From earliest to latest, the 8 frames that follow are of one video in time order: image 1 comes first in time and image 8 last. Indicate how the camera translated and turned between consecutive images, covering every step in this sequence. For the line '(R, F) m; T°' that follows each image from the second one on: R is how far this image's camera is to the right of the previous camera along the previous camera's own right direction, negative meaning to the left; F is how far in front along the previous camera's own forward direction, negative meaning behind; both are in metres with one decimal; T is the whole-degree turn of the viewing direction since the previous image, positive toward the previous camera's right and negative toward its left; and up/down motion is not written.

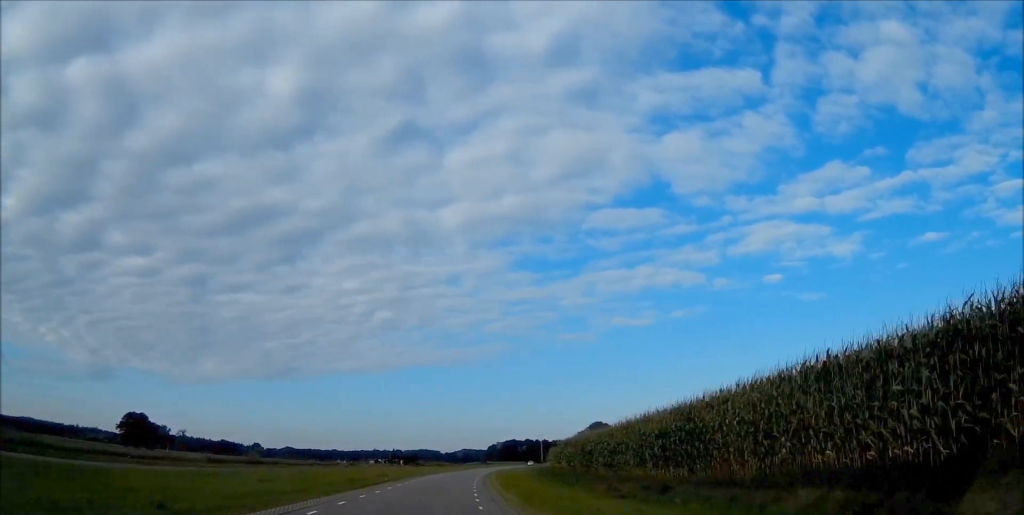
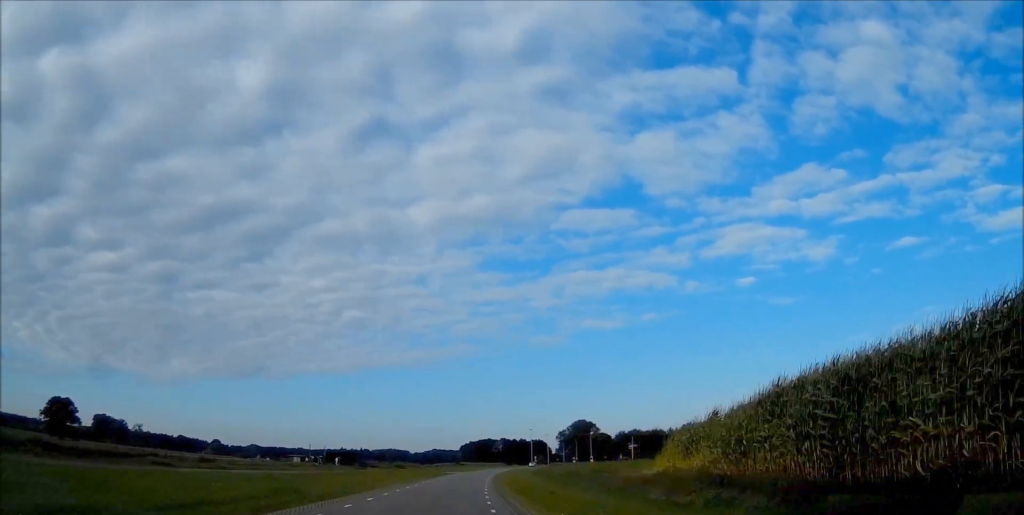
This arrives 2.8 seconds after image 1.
(+0.9, +49.3) m; +3°
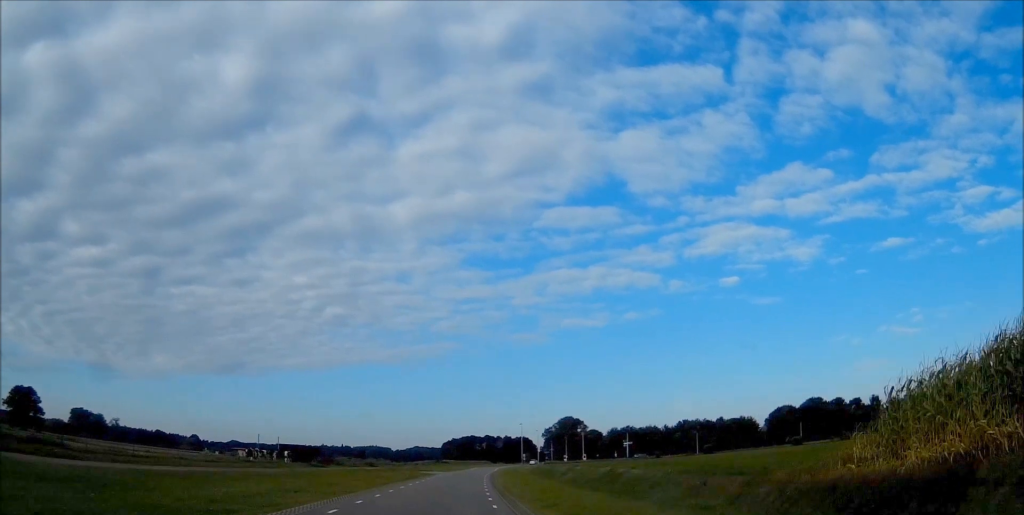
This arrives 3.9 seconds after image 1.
(+0.2, +18.9) m; +1°
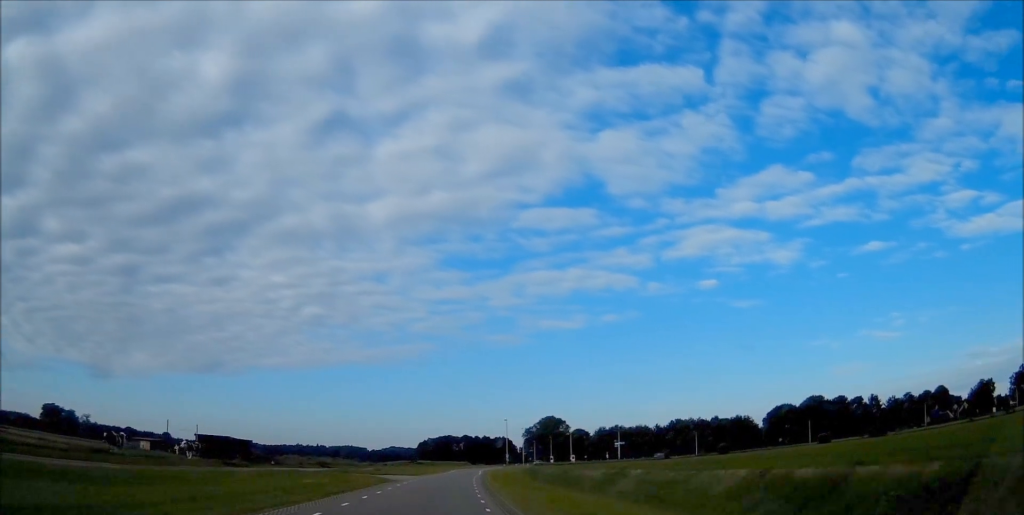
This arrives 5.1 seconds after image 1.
(+0.2, +21.3) m; +1°
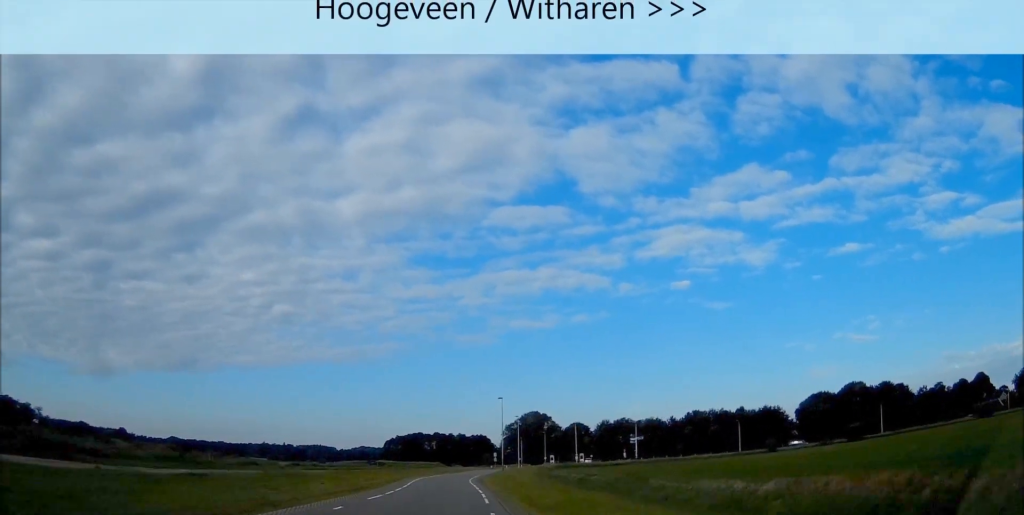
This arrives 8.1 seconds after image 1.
(+1.6, +53.4) m; +3°
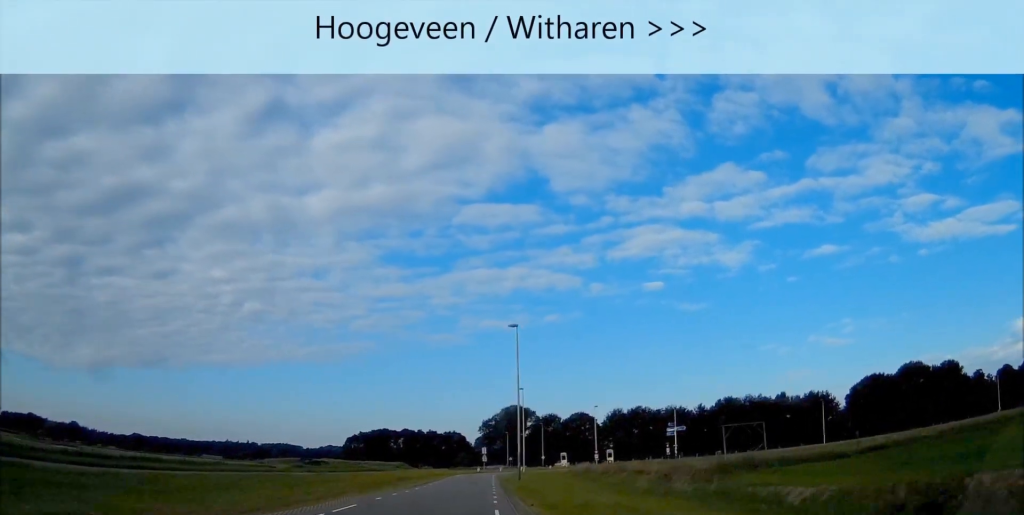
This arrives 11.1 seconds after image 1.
(+1.4, +51.9) m; +3°
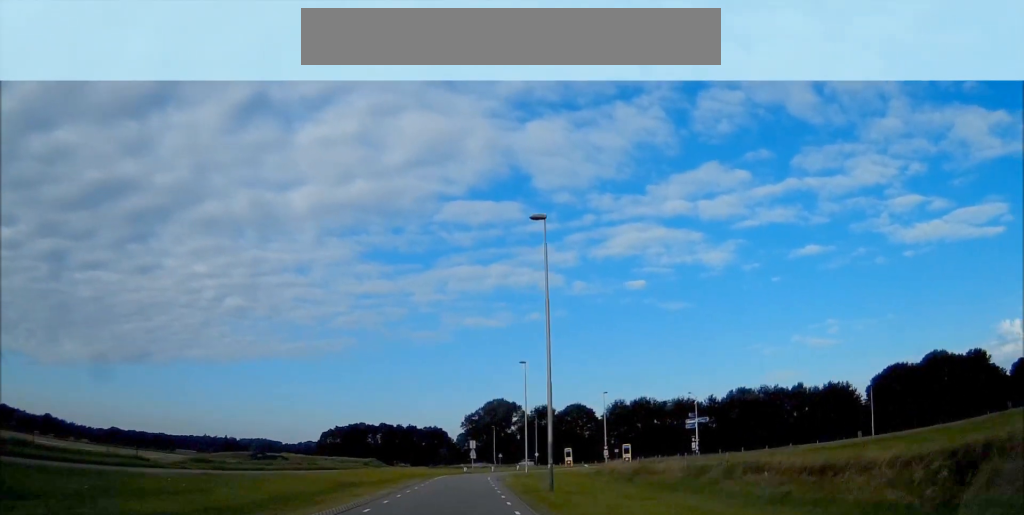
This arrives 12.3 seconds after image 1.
(+0.3, +19.4) m; +2°
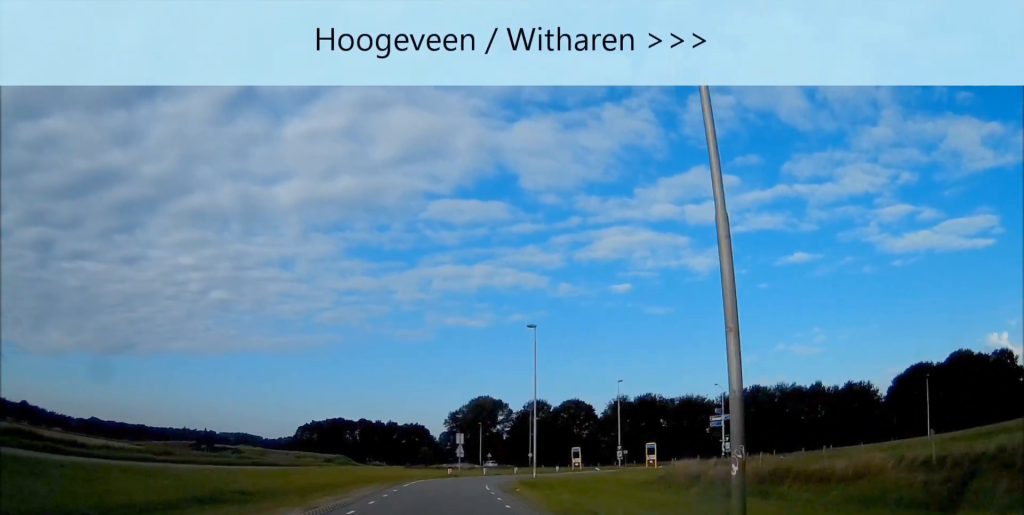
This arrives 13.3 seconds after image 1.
(0.0, +16.9) m; +1°
